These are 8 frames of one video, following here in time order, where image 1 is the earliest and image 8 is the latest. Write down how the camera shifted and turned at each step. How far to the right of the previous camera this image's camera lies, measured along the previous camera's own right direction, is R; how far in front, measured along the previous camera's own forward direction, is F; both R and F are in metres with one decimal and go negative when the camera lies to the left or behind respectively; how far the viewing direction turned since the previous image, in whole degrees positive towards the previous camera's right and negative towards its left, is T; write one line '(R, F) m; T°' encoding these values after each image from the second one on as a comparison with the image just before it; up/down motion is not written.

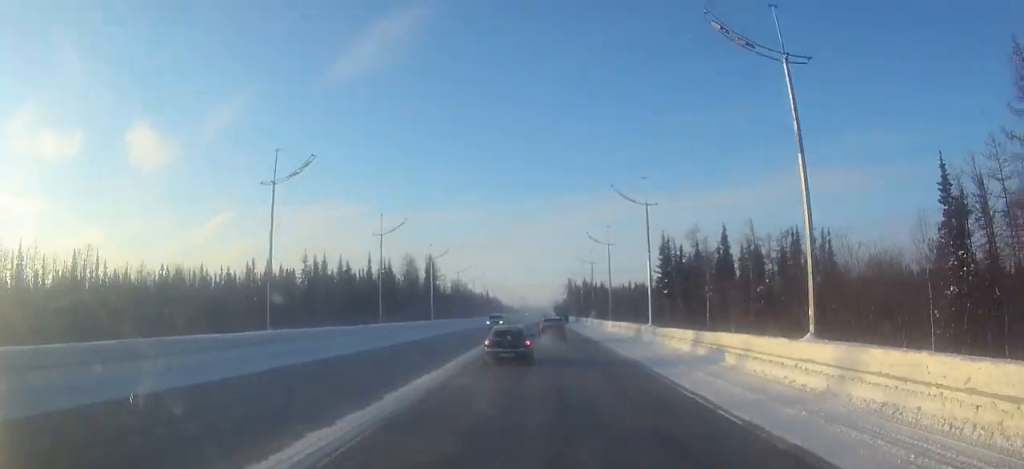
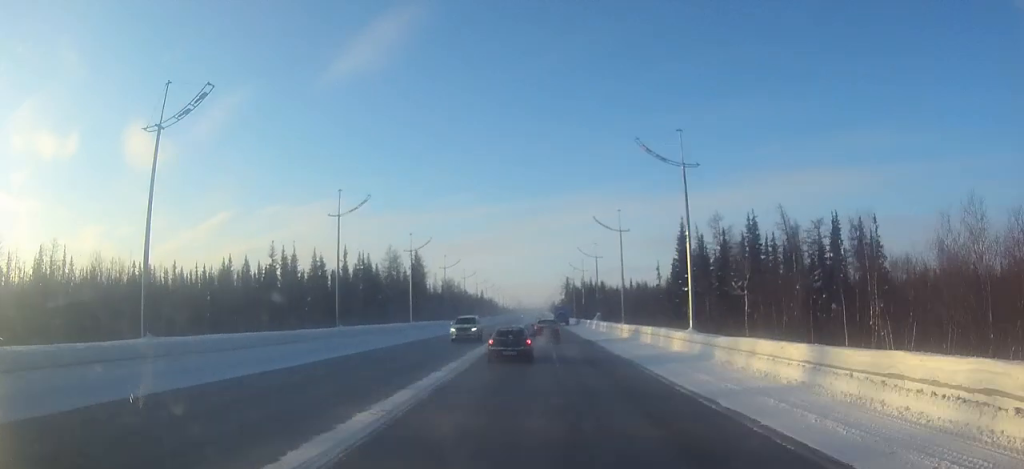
(0.0, +11.6) m; 0°
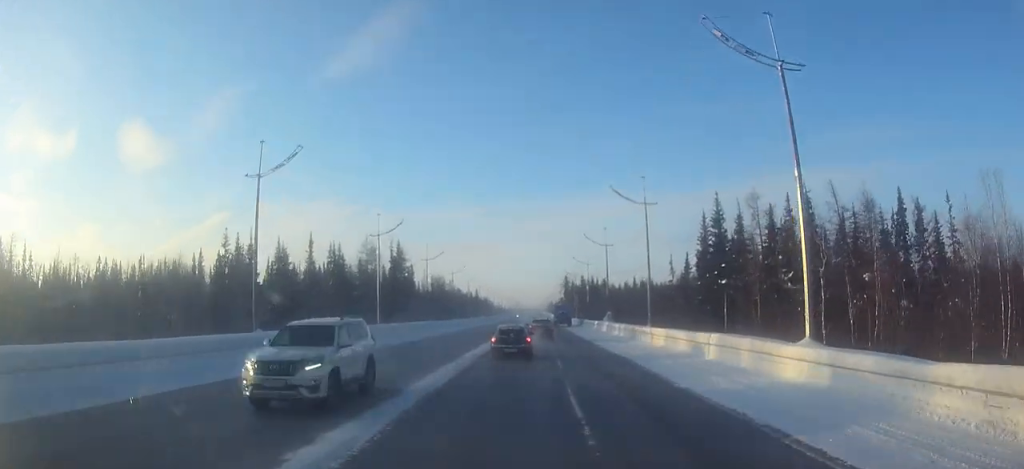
(0.0, +13.5) m; 0°
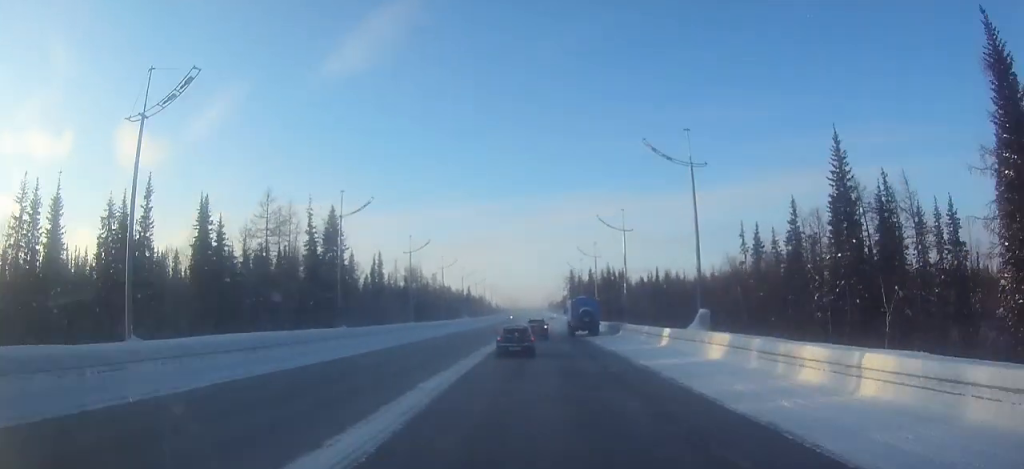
(0.0, +36.4) m; 0°
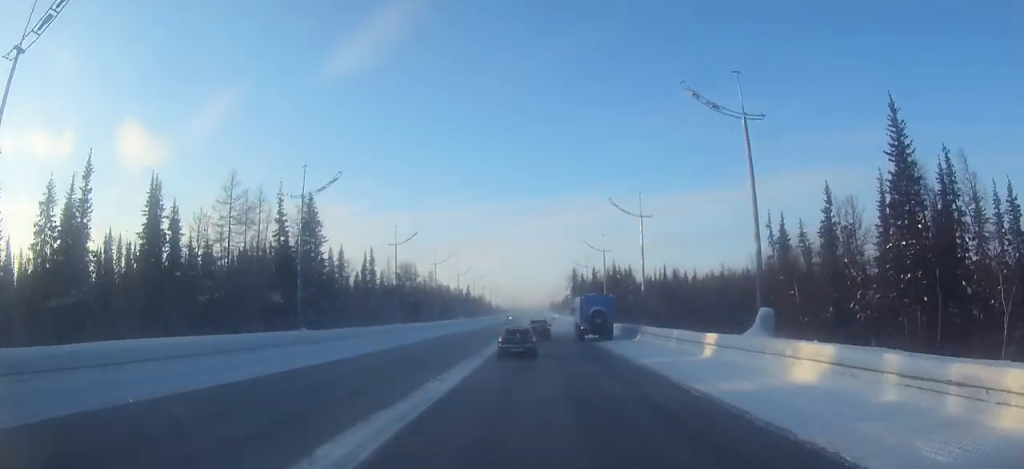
(0.0, +8.0) m; 0°
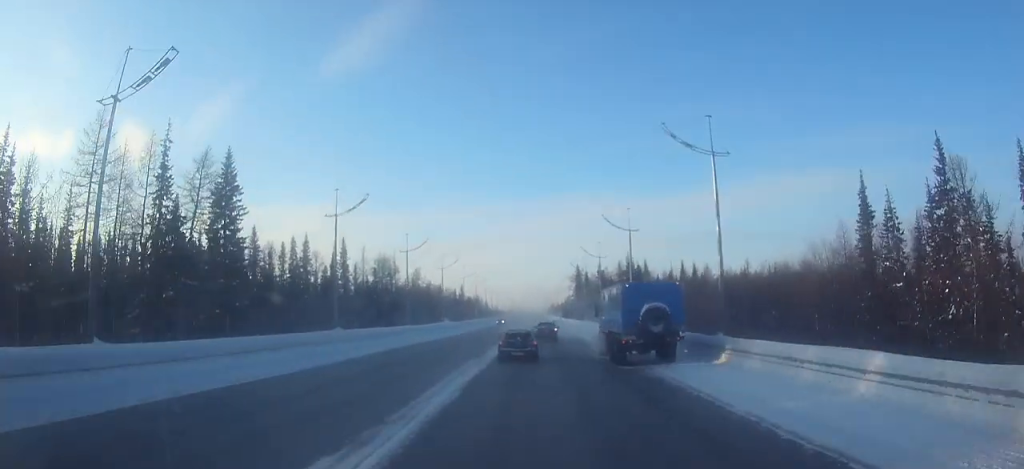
(0.0, +19.2) m; 0°
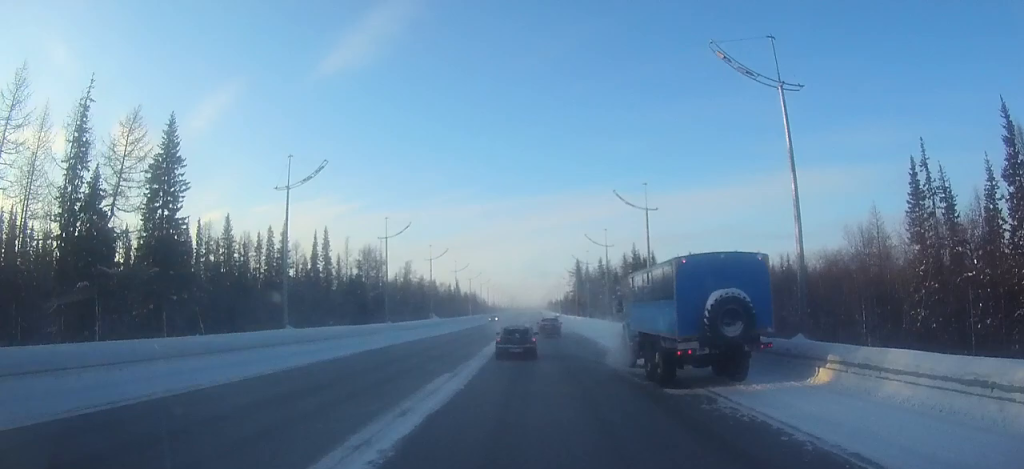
(0.0, +8.7) m; 0°
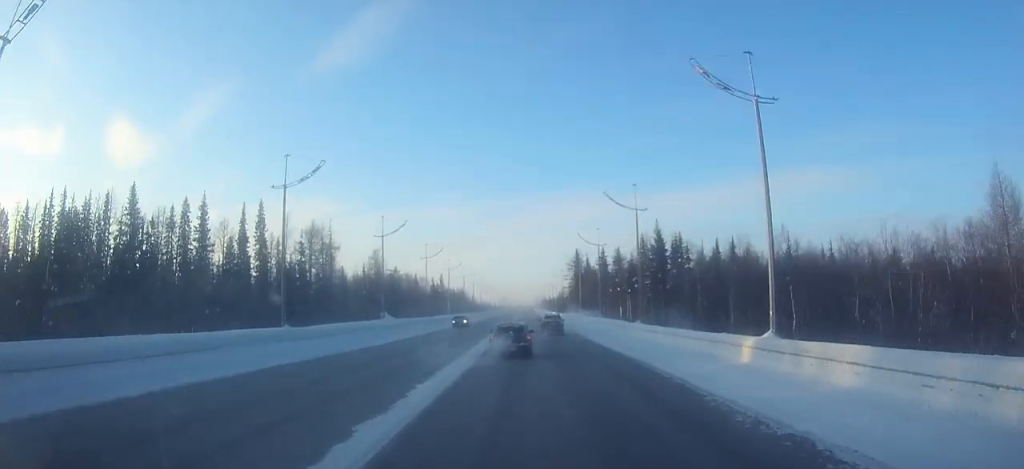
(+0.2, +23.5) m; +1°
